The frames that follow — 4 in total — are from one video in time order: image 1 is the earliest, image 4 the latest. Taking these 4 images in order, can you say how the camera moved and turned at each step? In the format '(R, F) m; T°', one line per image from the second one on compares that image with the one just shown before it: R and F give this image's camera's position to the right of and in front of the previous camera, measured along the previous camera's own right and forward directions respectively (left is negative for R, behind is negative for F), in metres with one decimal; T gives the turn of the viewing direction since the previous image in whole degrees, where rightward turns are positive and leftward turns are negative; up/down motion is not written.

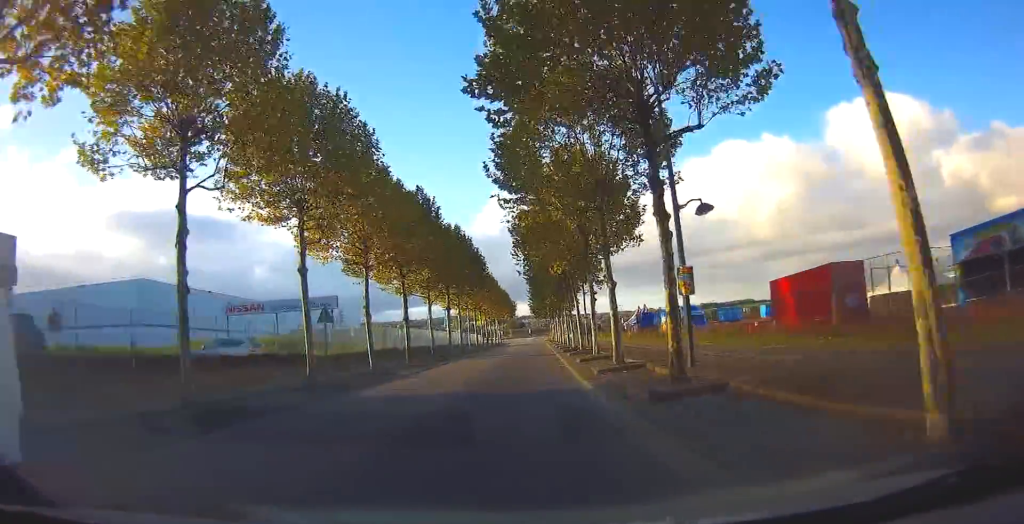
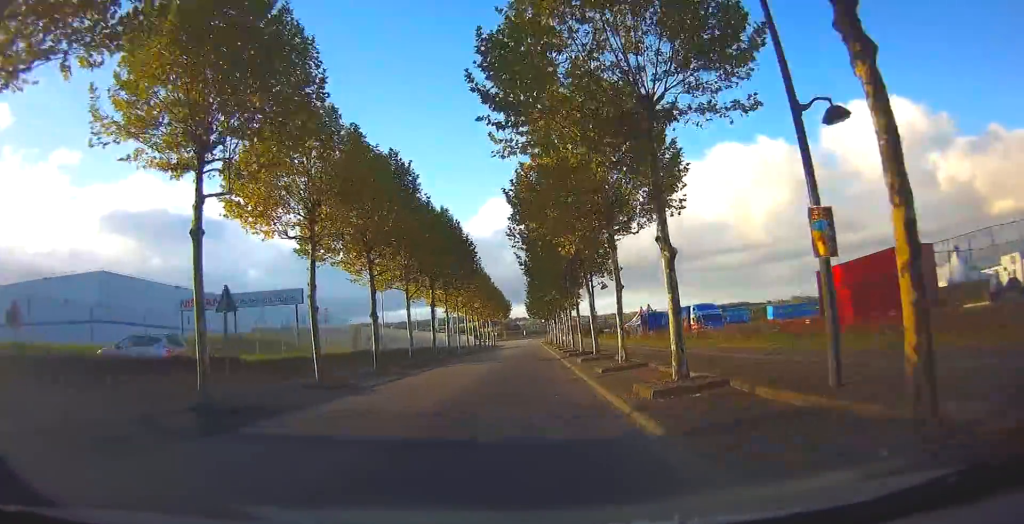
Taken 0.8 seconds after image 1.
(-0.3, +5.8) m; -1°
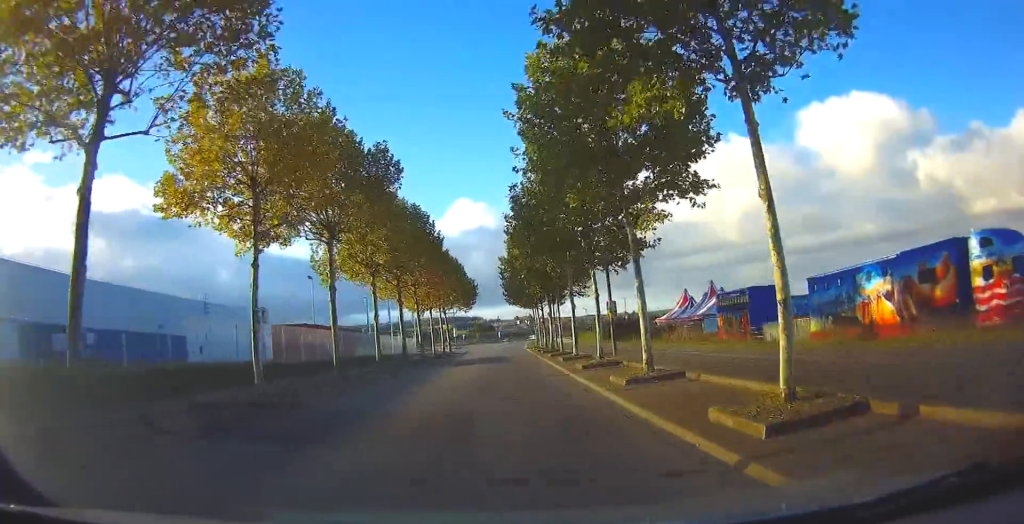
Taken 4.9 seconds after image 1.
(+4.3, +39.3) m; +8°
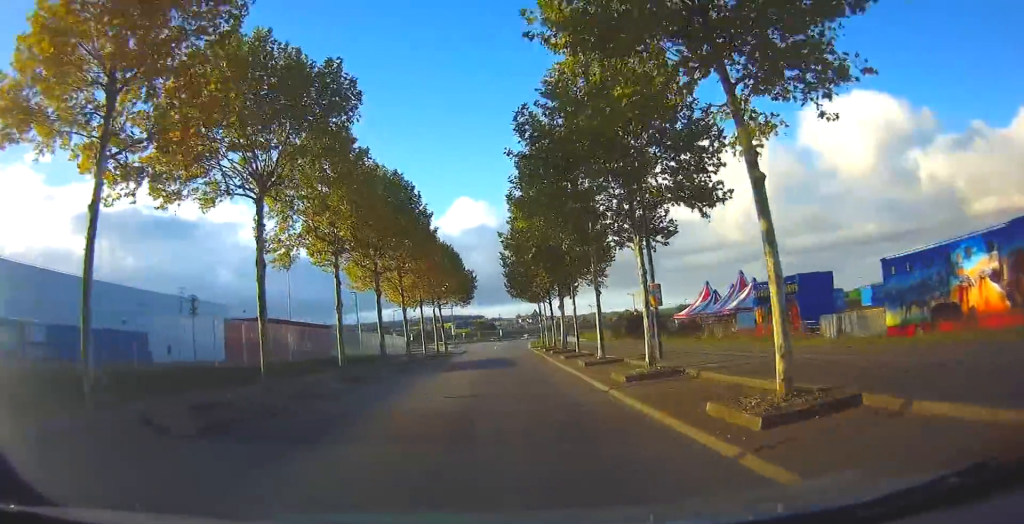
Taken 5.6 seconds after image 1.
(0.0, +7.2) m; 0°
